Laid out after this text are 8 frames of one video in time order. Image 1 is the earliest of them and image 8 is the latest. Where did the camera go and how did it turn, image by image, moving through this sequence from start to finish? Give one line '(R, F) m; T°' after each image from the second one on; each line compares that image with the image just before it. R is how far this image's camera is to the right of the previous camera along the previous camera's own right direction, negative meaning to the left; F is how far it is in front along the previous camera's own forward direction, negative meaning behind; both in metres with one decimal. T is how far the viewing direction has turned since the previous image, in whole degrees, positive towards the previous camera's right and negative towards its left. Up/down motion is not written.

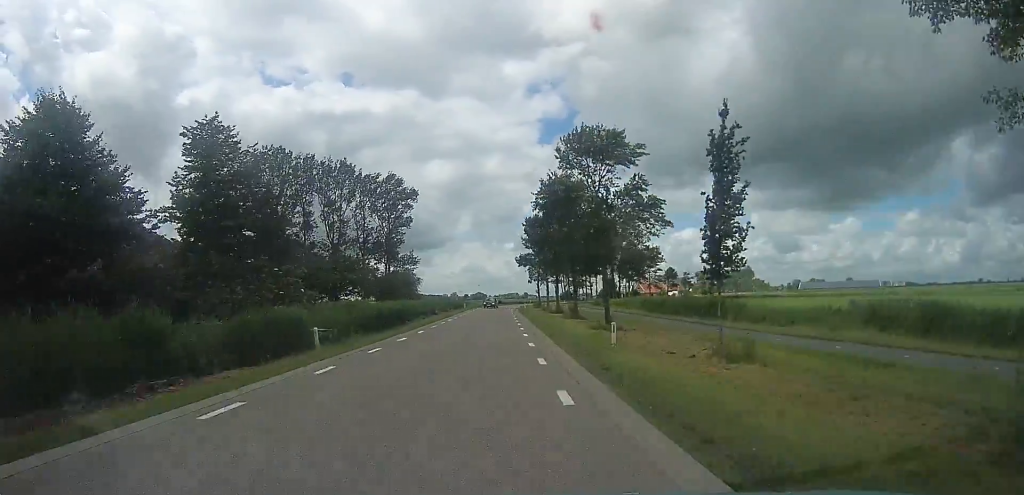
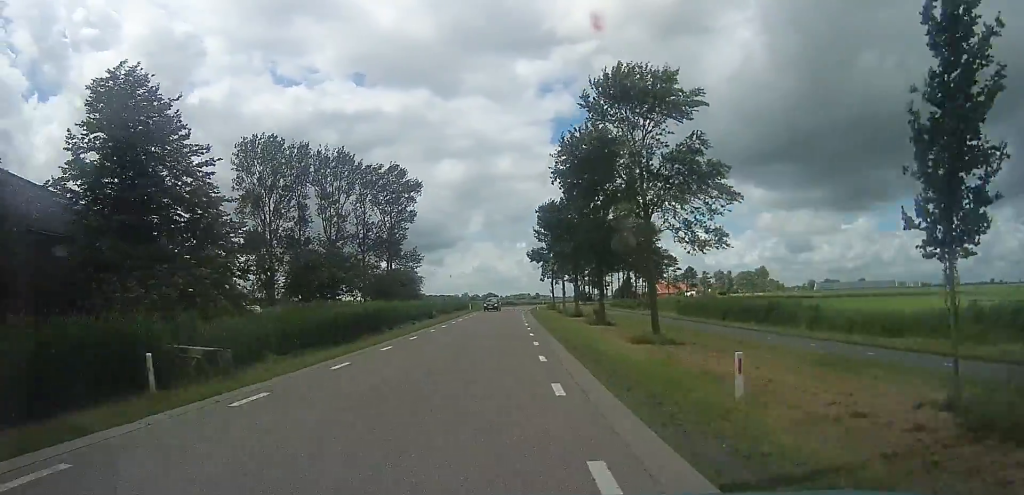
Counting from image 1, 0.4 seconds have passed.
(-0.1, +7.3) m; -2°
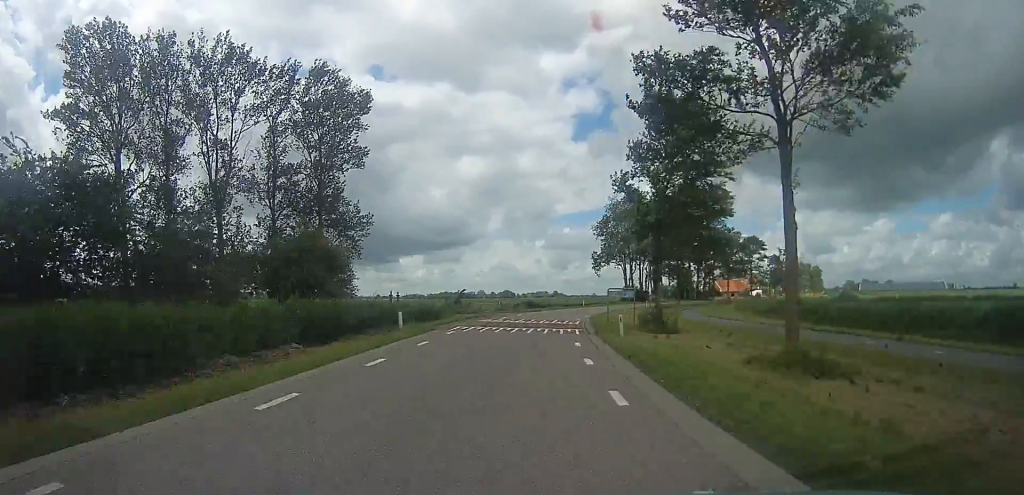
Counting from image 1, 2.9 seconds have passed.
(-1.0, +39.7) m; +5°
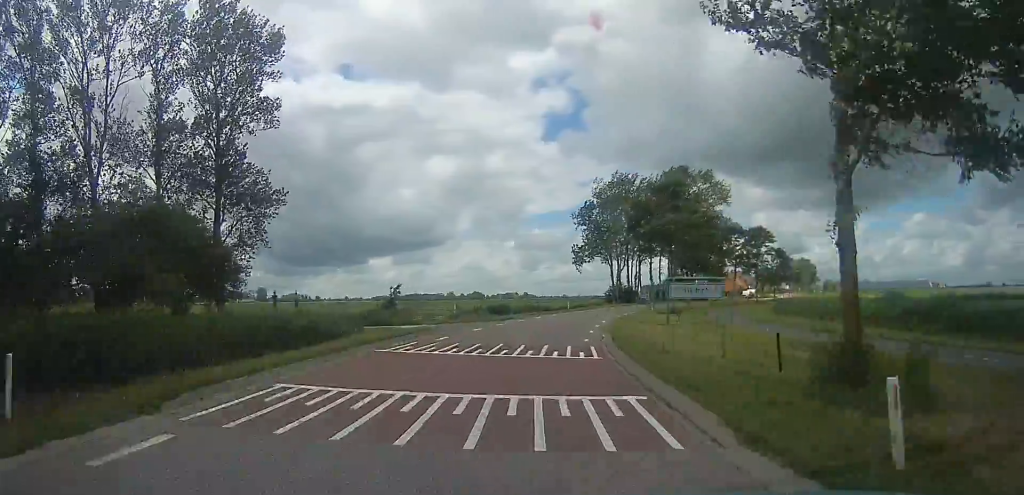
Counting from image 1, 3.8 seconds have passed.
(+0.5, +14.2) m; +5°
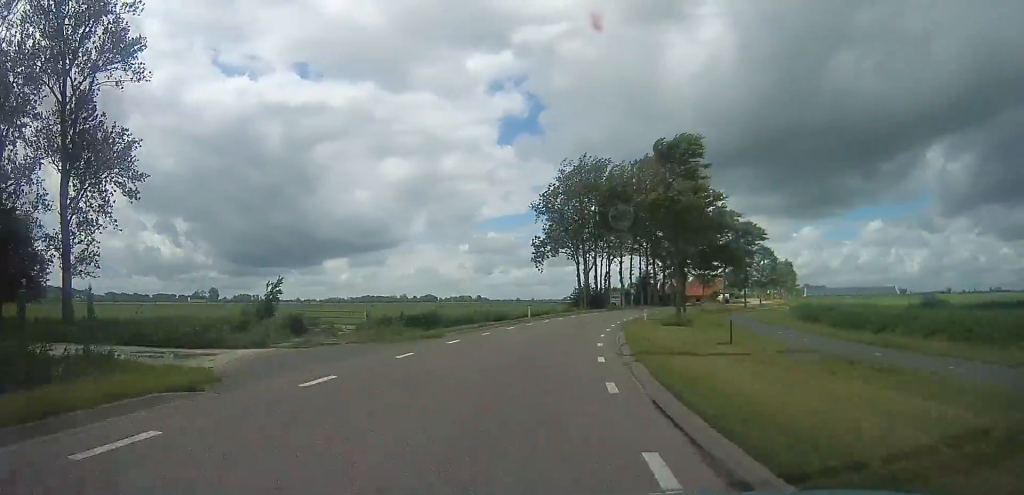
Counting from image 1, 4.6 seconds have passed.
(+0.4, +12.0) m; +4°
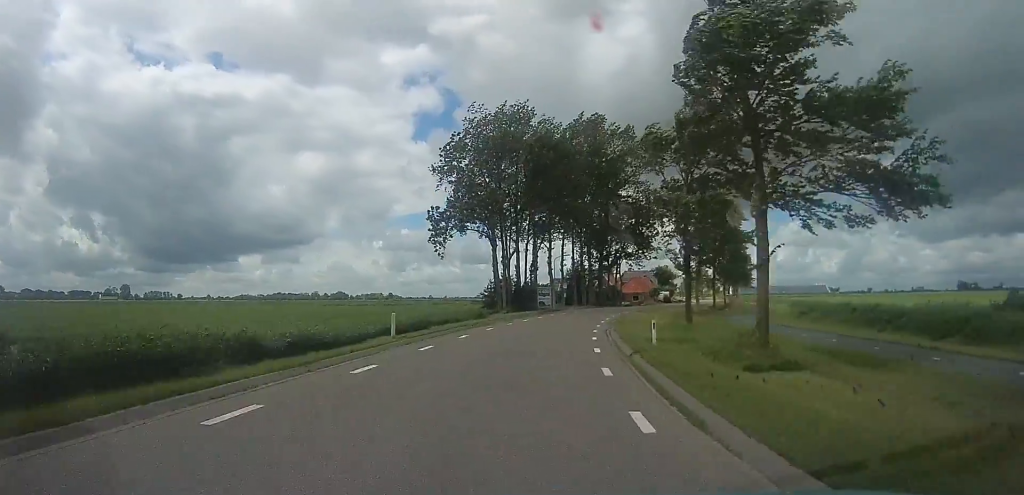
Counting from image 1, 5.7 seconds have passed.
(+1.1, +18.3) m; +7°
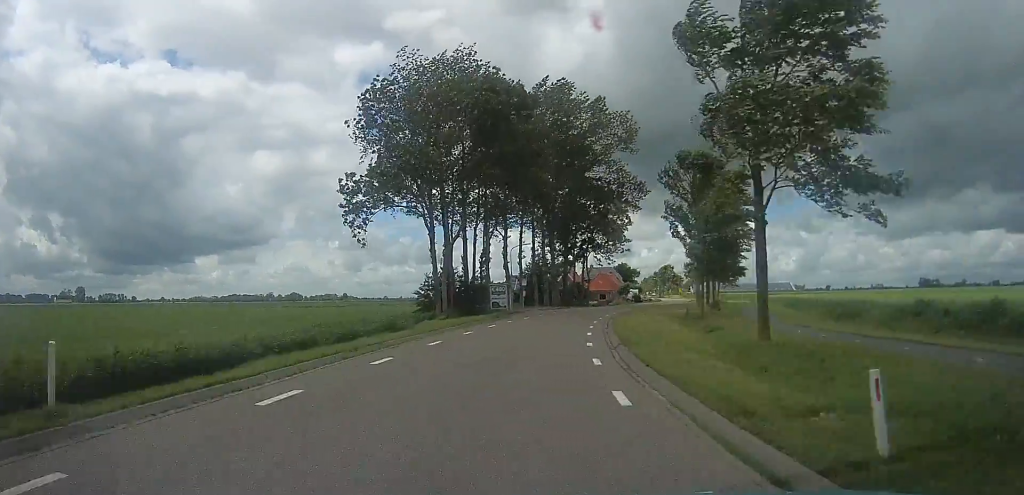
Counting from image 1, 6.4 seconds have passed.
(+0.1, +11.0) m; +5°
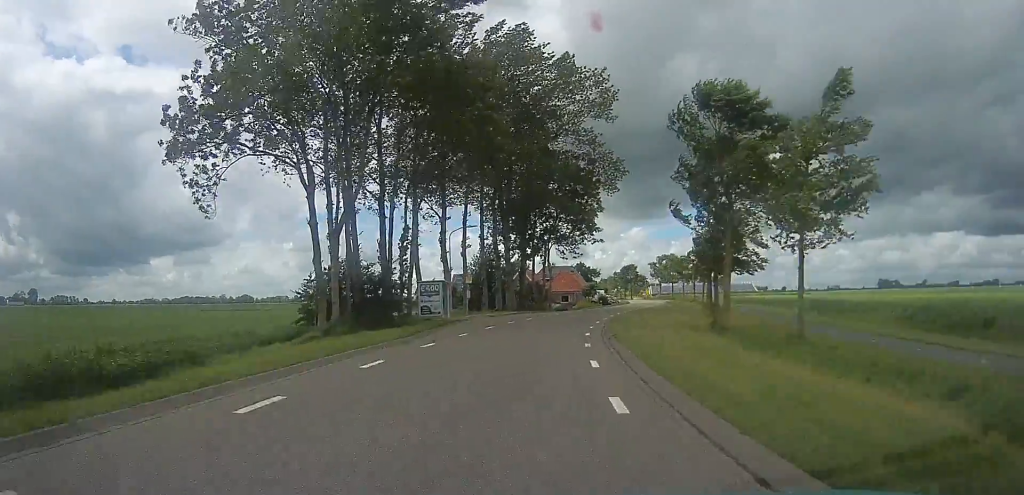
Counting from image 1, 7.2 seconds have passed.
(+1.0, +12.5) m; +7°
